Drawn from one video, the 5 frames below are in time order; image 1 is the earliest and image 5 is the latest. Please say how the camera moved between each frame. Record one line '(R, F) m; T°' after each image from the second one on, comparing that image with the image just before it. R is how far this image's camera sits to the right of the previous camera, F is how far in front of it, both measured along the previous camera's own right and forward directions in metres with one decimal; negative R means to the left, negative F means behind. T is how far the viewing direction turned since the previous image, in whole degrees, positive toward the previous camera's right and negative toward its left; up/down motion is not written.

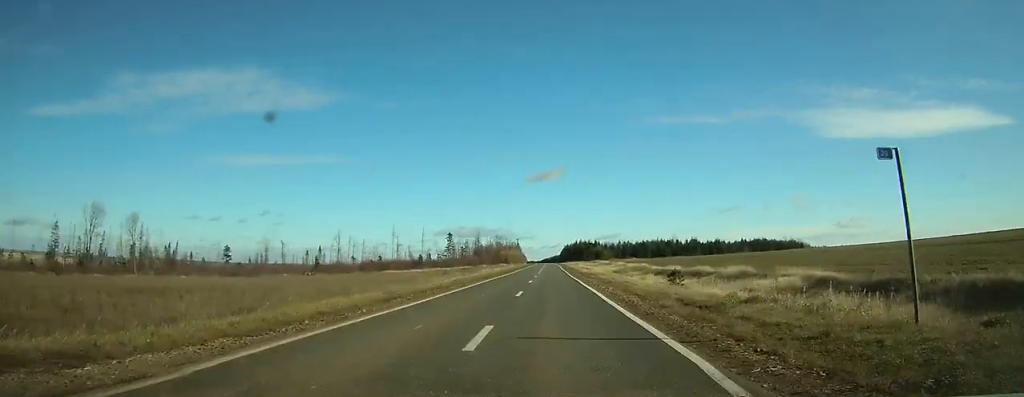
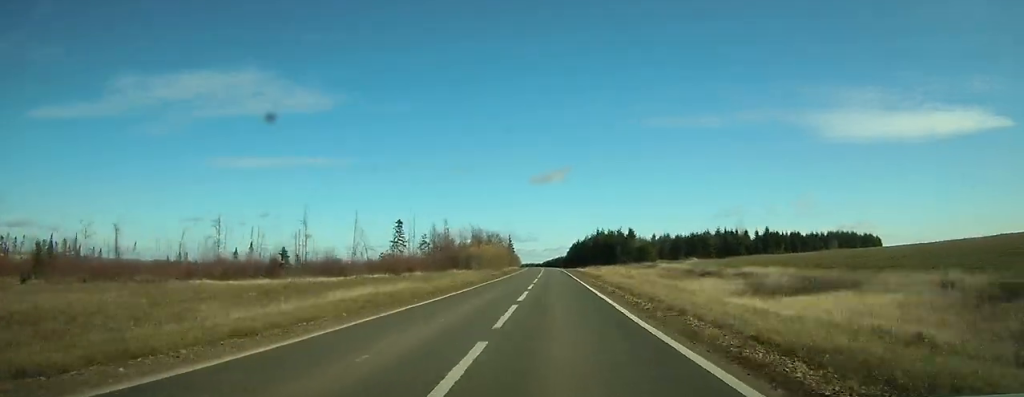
(+0.2, +103.1) m; 0°
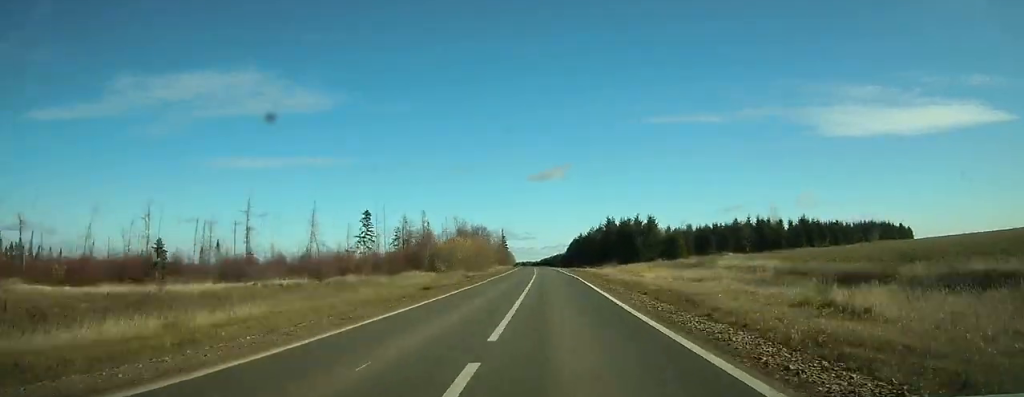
(0.0, +31.8) m; 0°
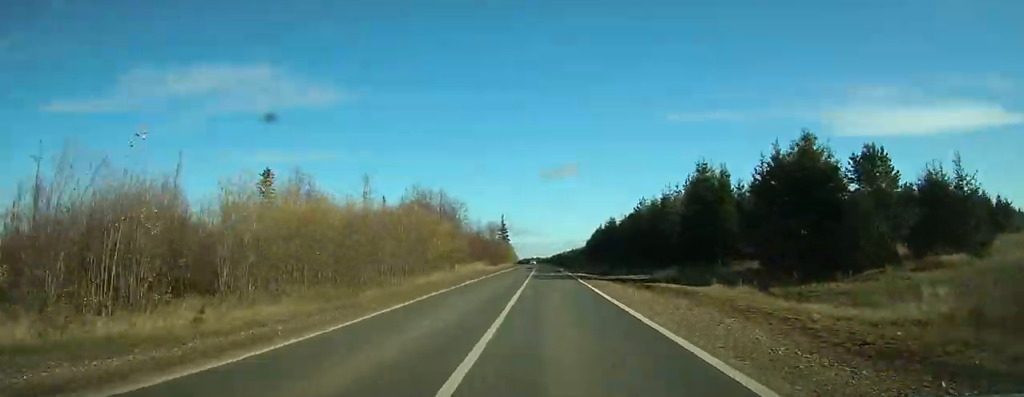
(-0.3, +70.1) m; 0°
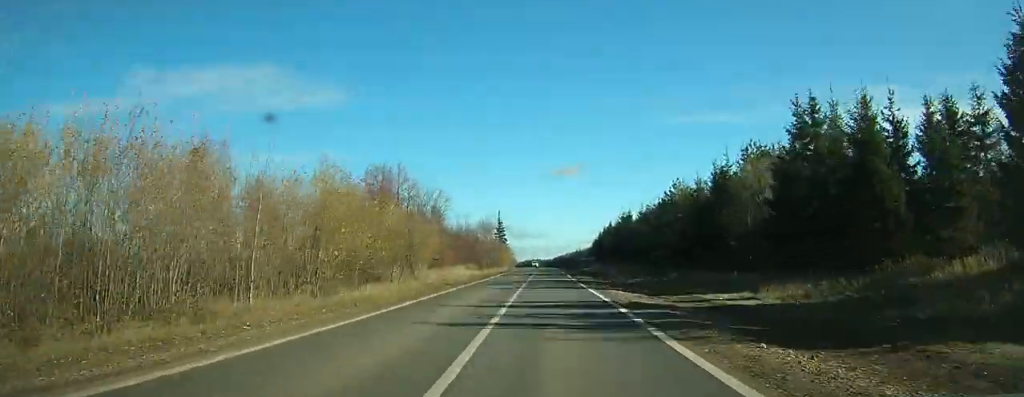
(-0.1, +23.9) m; 0°
